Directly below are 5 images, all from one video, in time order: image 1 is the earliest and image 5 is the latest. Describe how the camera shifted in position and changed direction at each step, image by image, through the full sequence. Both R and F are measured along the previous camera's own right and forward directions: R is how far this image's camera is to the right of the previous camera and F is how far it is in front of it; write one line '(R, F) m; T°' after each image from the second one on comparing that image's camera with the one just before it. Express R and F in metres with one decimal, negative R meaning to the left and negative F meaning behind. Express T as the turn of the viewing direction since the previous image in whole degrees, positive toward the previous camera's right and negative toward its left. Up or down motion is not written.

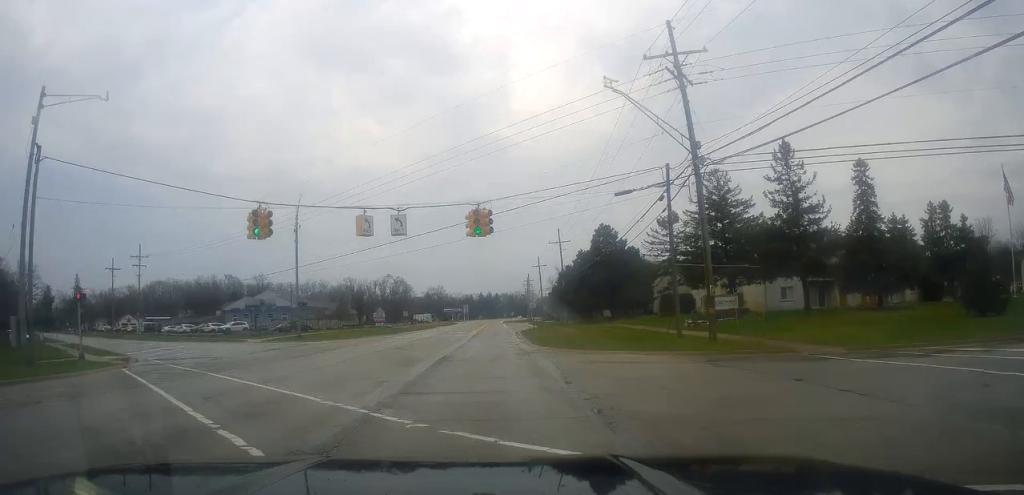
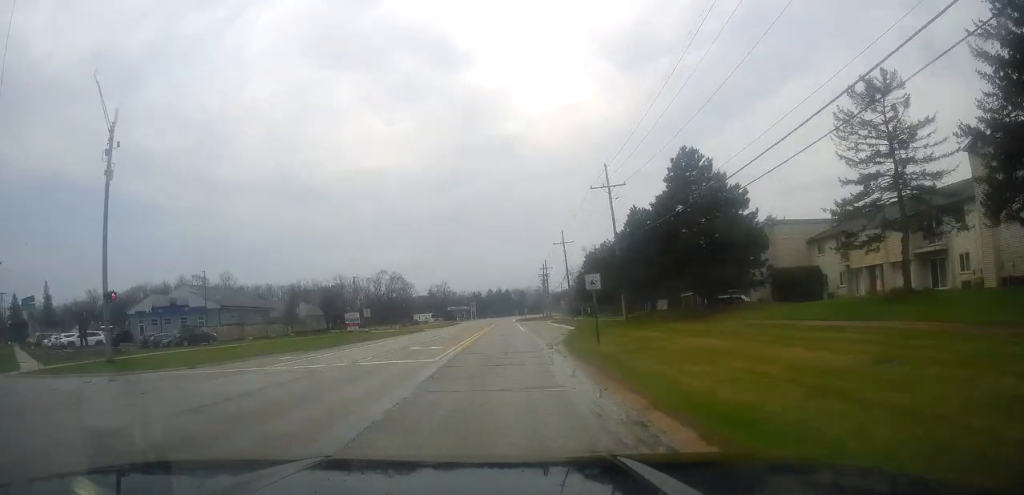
(-0.6, +32.7) m; -2°
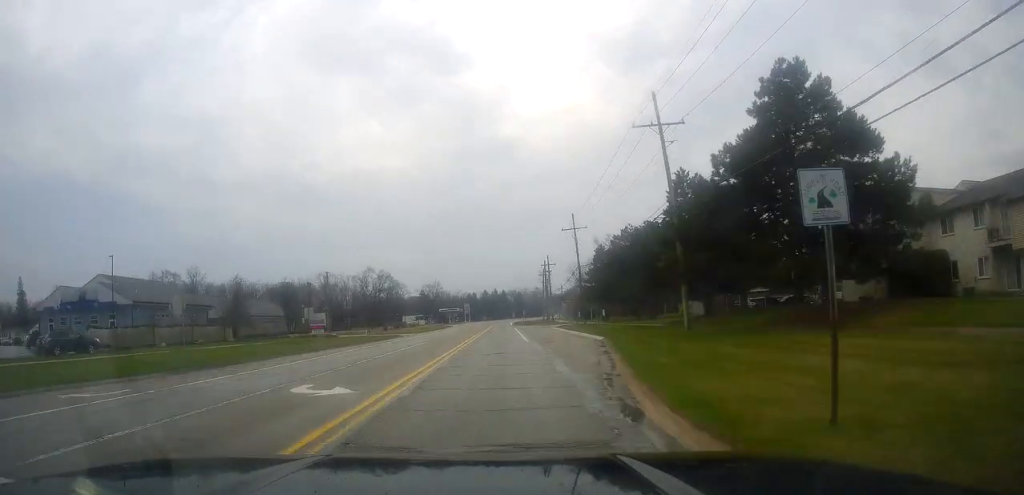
(+0.2, +17.5) m; +2°
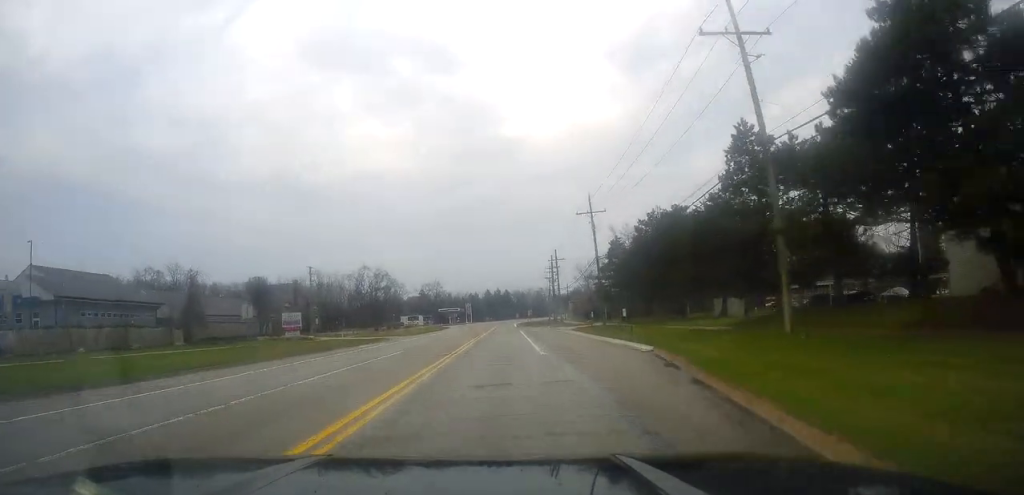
(+0.2, +11.5) m; +1°
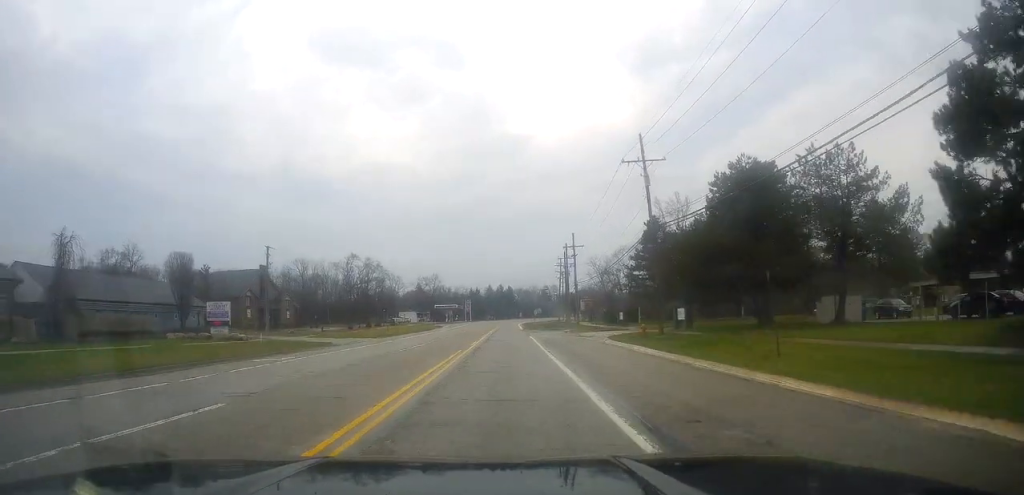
(+0.1, +20.4) m; -1°
